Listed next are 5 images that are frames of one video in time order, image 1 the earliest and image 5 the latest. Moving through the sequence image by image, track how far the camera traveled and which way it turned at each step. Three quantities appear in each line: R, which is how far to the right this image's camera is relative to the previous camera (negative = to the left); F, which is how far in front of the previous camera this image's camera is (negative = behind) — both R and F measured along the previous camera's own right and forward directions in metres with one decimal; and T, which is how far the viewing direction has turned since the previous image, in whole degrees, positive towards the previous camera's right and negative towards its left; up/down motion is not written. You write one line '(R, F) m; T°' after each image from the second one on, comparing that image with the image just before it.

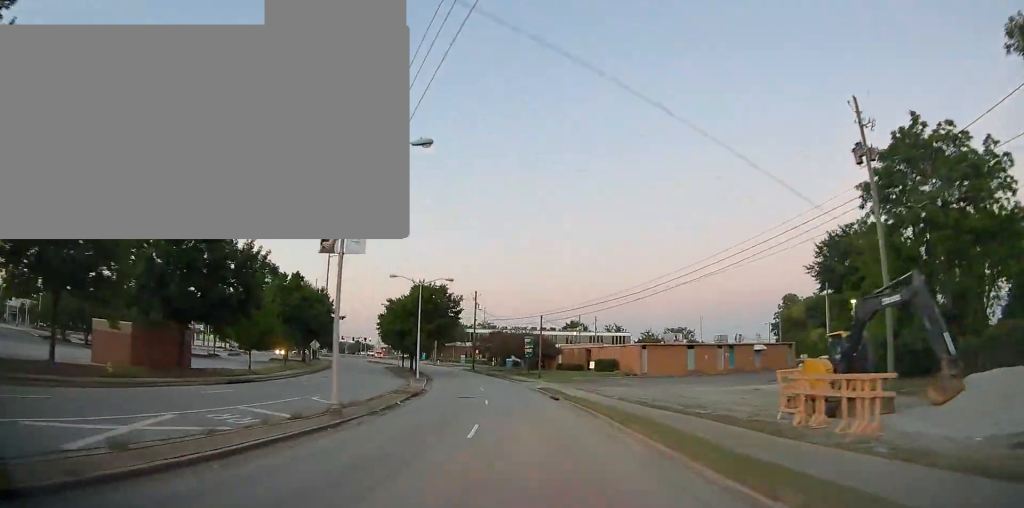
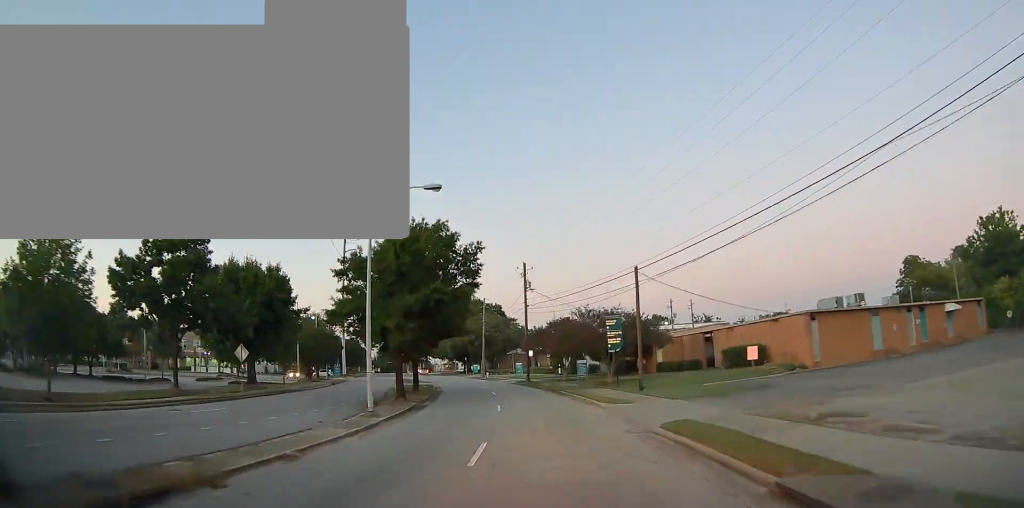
(-1.7, +27.8) m; -8°
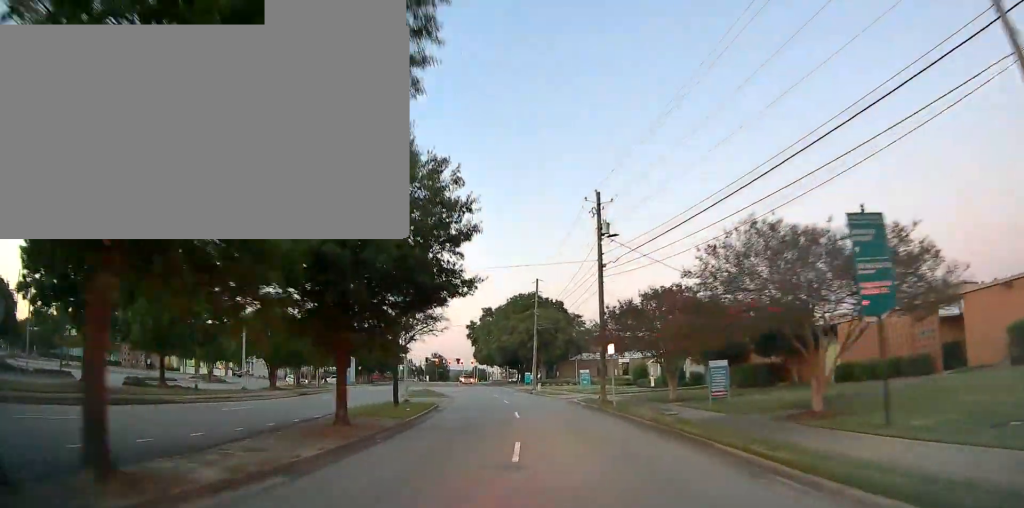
(-1.4, +24.0) m; -7°
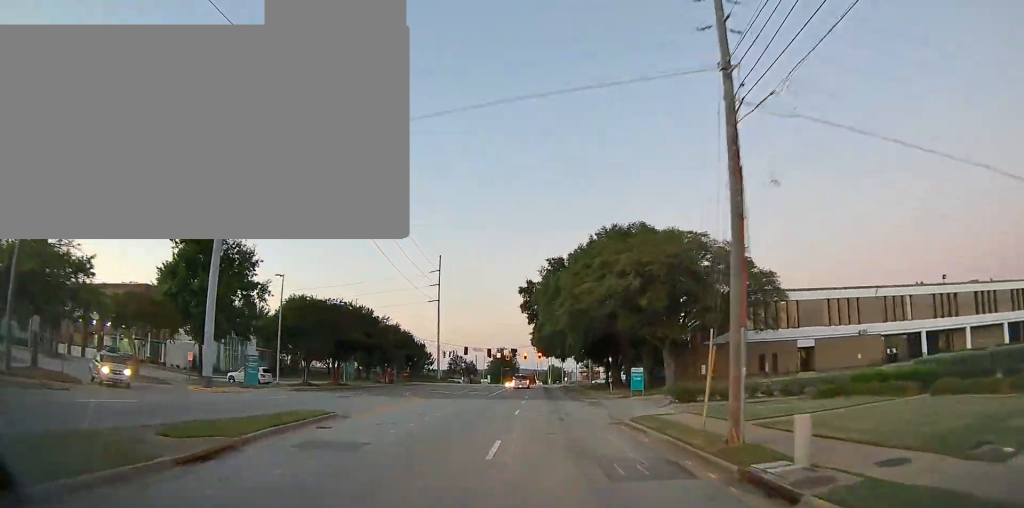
(-5.3, +47.8) m; -11°
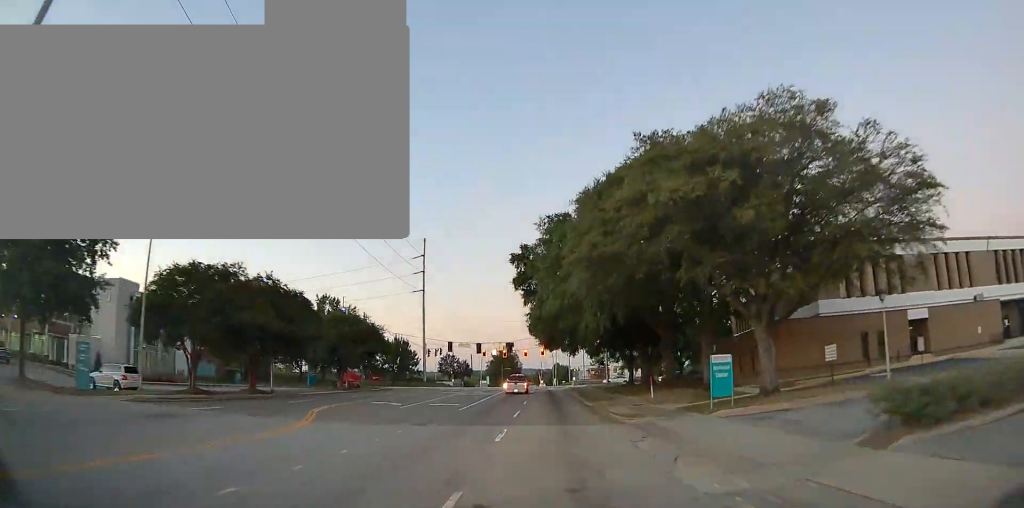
(-0.3, +18.2) m; 0°
